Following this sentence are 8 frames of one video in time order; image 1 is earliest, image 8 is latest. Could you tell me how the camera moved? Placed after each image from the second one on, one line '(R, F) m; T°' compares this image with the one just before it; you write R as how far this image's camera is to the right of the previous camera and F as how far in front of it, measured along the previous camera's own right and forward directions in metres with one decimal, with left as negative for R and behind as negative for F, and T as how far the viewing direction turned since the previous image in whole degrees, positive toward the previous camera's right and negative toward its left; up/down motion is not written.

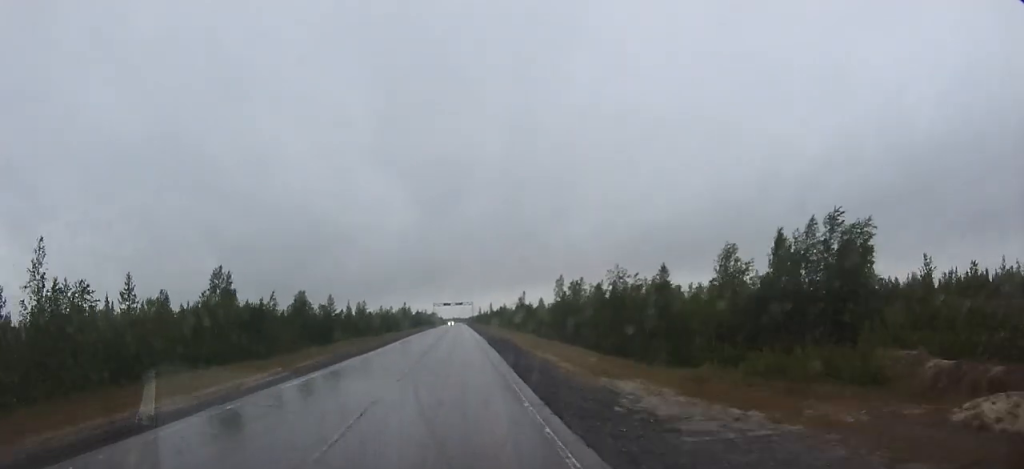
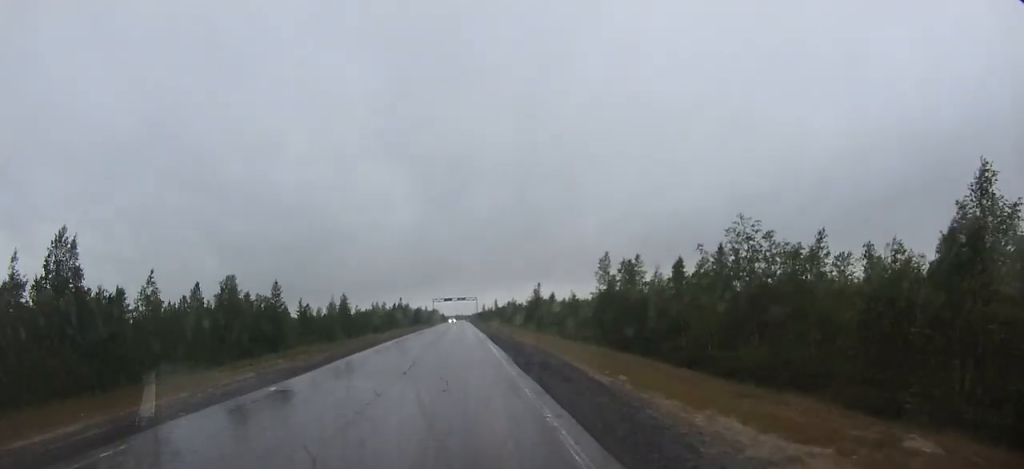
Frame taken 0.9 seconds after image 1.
(0.0, +21.6) m; 0°
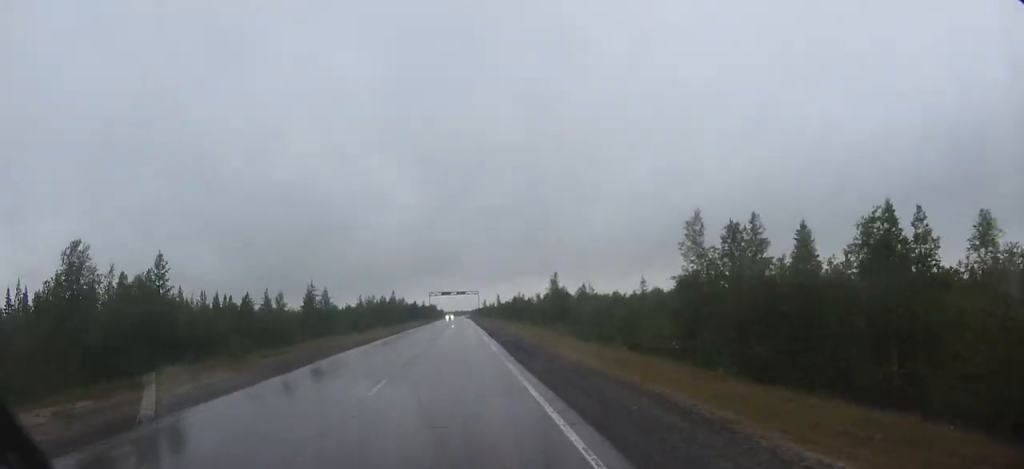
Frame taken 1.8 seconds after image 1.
(0.0, +20.1) m; 0°
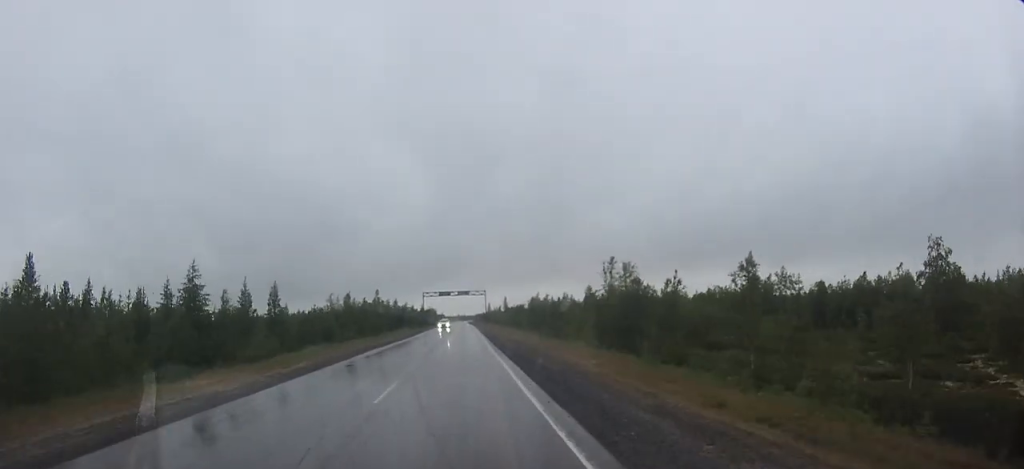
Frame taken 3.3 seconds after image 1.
(0.0, +33.9) m; 0°
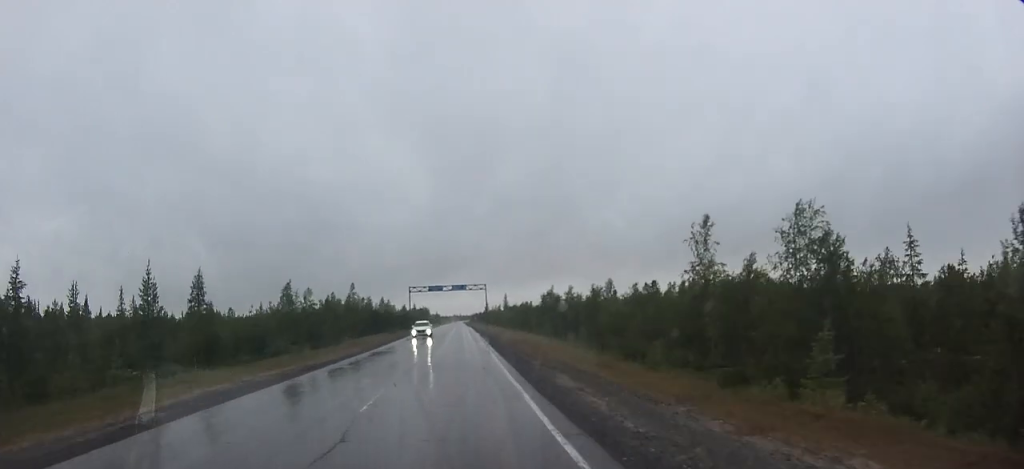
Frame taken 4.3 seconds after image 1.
(0.0, +24.6) m; 0°
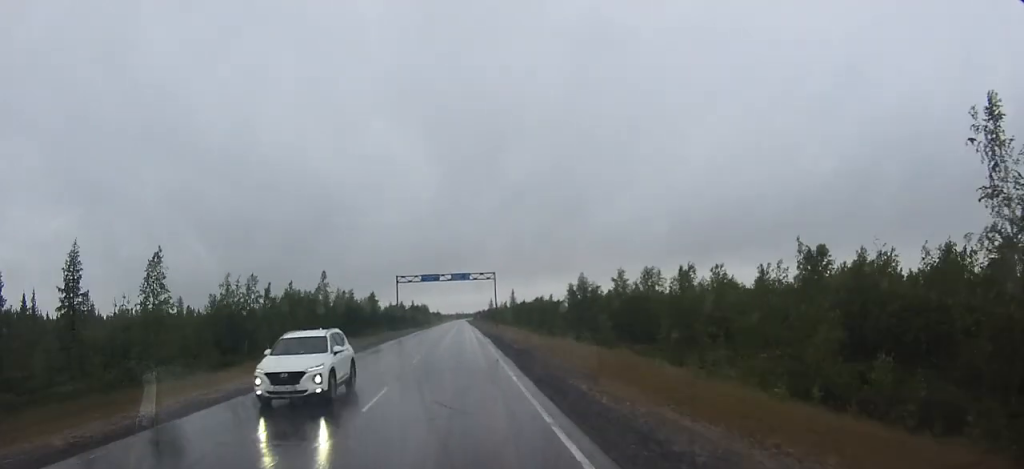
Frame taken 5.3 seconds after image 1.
(0.0, +23.1) m; 0°
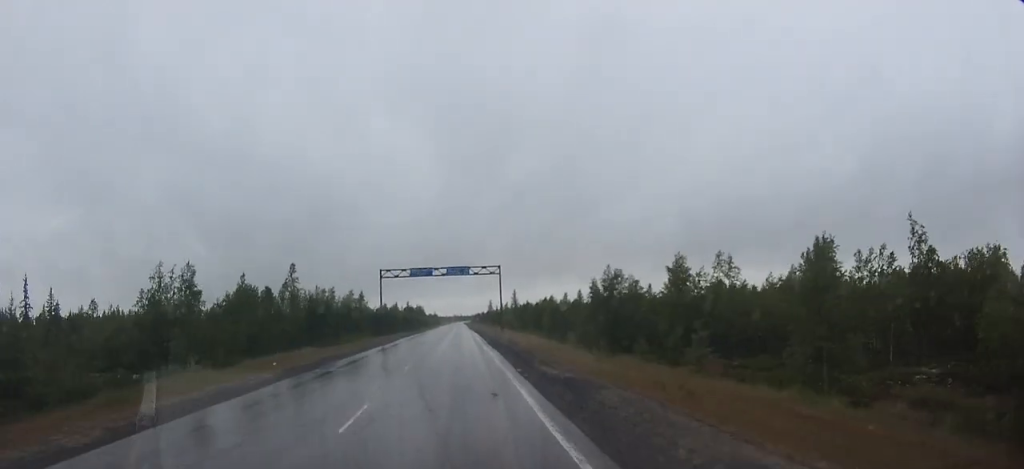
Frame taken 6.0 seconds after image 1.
(0.0, +14.7) m; 0°
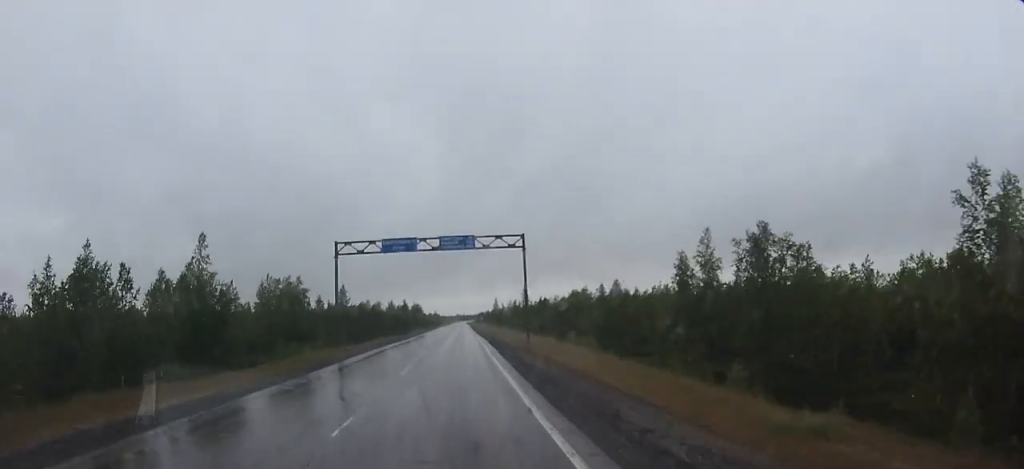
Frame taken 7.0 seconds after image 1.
(0.0, +24.7) m; 0°
